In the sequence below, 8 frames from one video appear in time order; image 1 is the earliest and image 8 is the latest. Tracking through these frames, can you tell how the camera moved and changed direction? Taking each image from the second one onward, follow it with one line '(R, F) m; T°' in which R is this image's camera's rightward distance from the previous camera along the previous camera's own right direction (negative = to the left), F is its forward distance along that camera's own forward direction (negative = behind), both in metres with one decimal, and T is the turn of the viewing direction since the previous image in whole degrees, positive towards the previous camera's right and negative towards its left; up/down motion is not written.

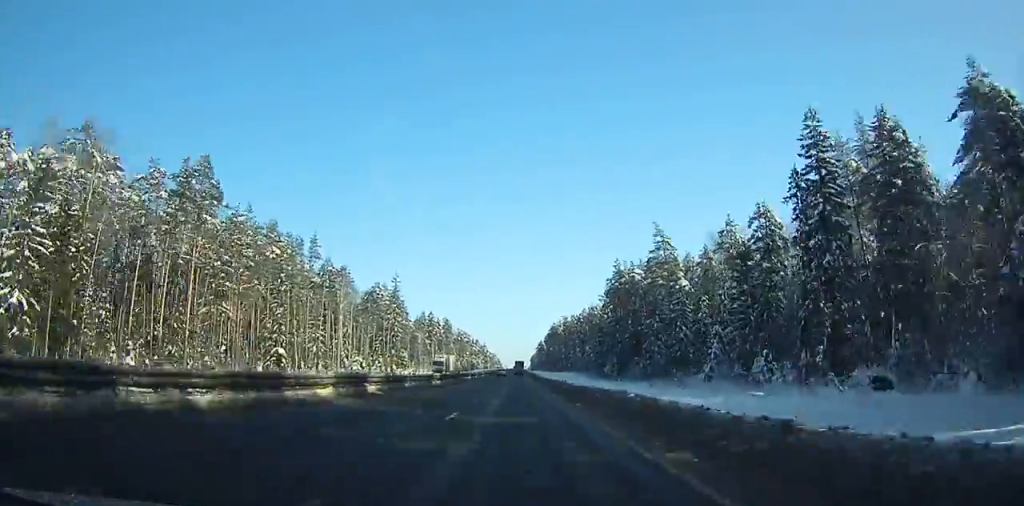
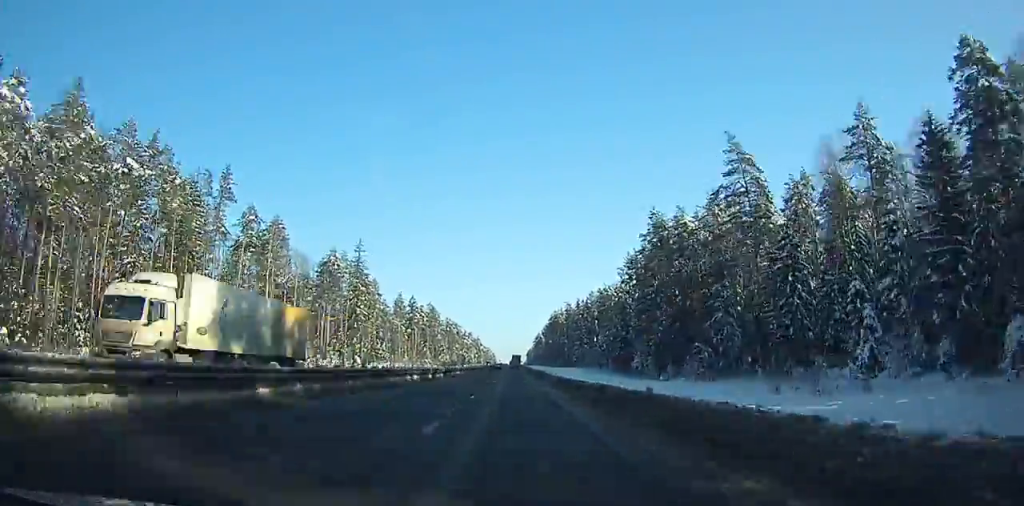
(+0.6, +41.6) m; 0°
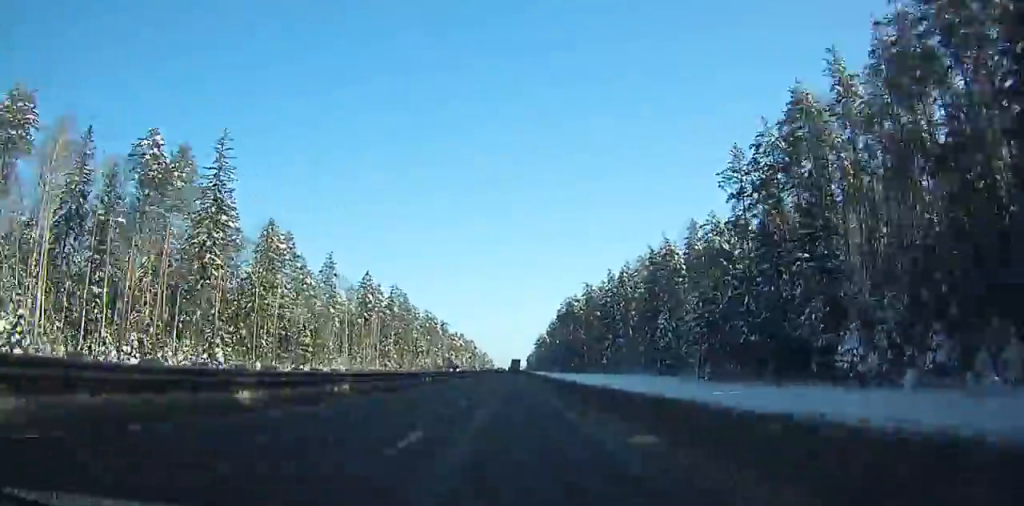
(-0.6, +76.0) m; 0°
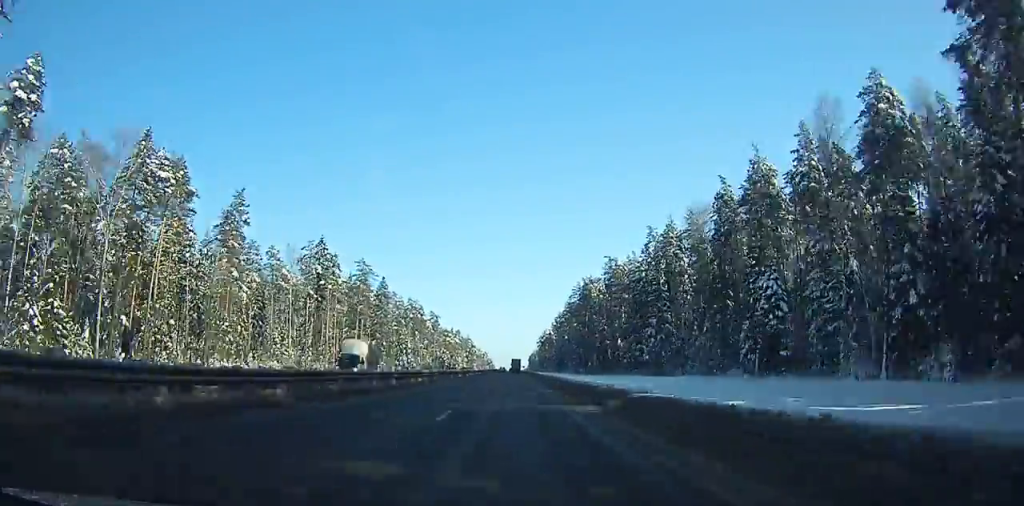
(+0.2, +42.8) m; 0°
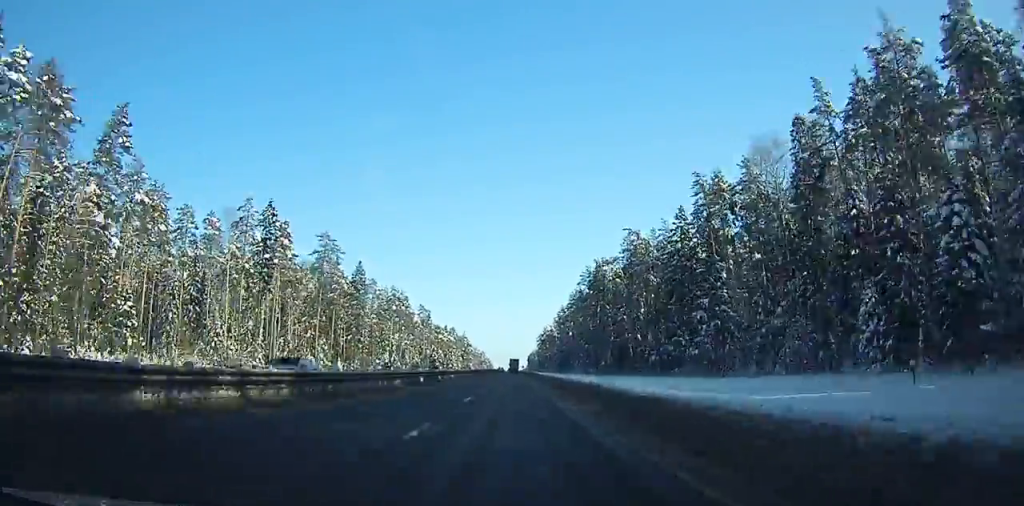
(0.0, +28.8) m; 0°
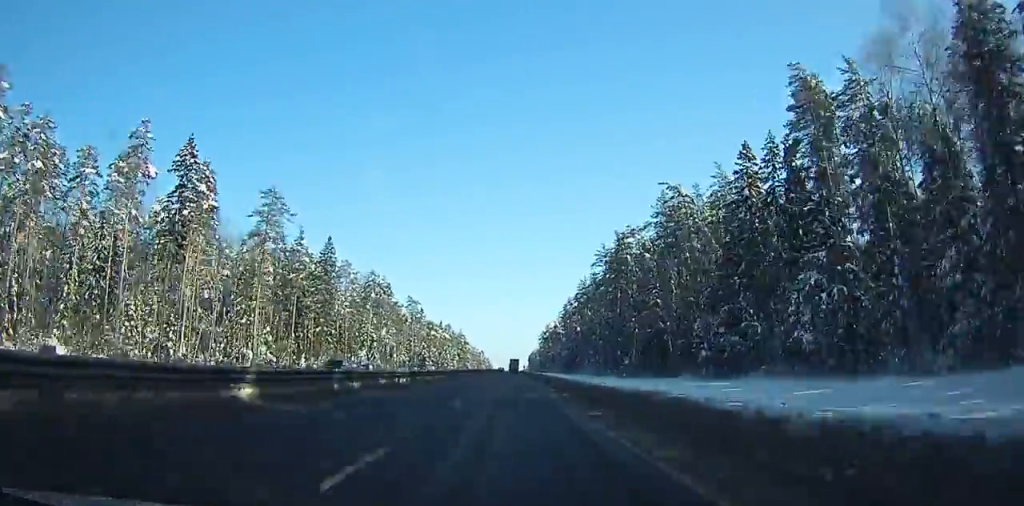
(0.0, +28.4) m; 0°
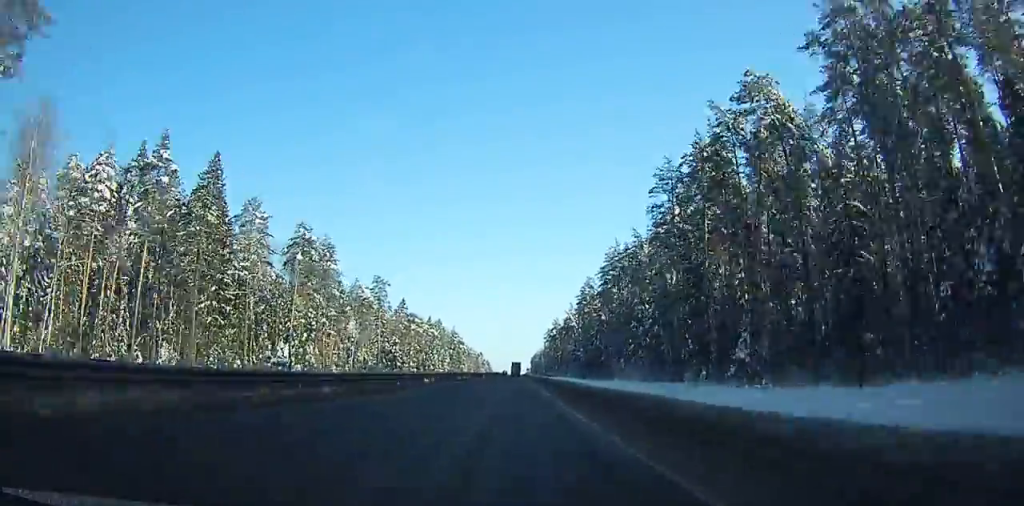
(0.0, +55.6) m; -1°
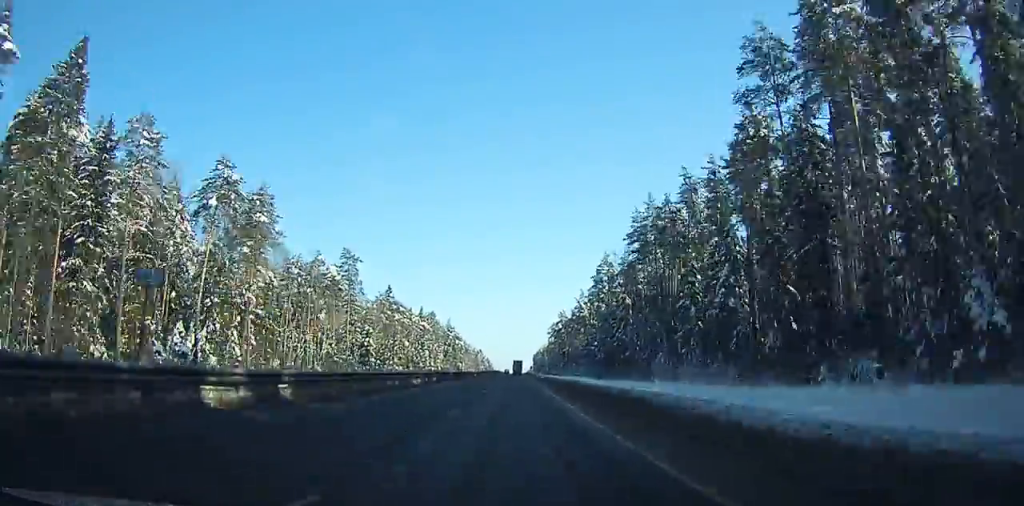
(+0.3, +31.6) m; -1°
